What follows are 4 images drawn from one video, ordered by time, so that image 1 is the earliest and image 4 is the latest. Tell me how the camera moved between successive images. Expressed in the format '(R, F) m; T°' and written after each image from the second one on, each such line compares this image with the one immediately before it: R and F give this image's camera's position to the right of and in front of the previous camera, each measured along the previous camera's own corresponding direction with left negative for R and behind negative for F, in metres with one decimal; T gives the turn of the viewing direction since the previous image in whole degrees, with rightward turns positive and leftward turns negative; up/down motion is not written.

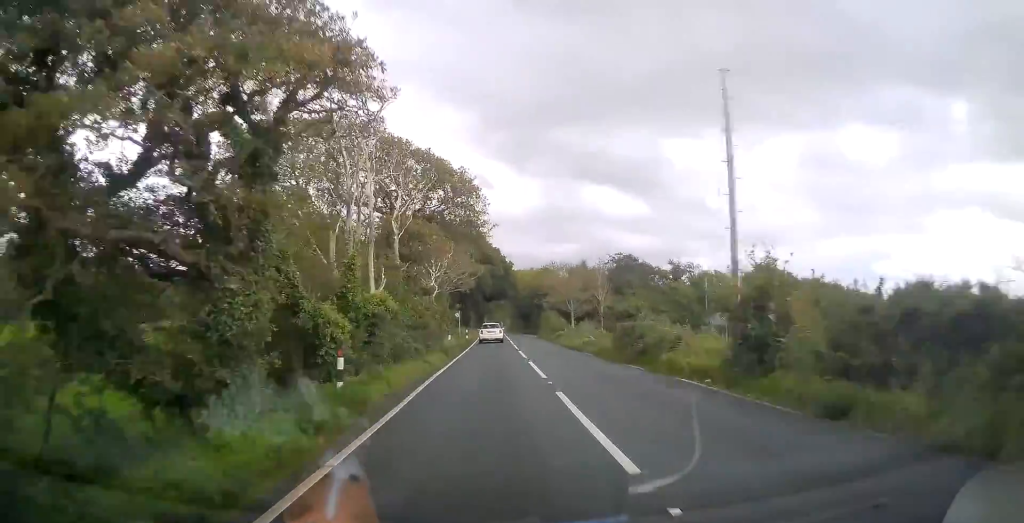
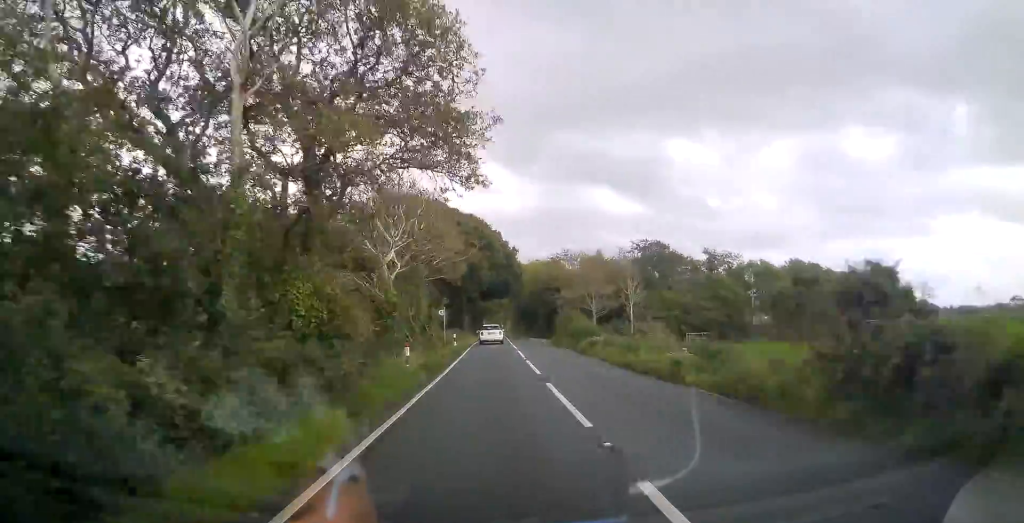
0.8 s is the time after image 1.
(0.0, +15.7) m; -1°
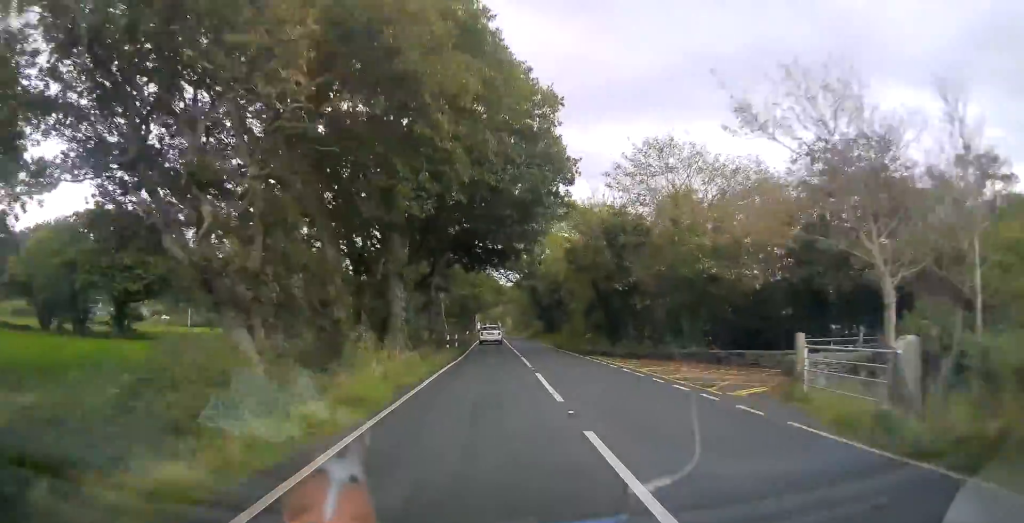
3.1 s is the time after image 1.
(+0.1, +42.9) m; +1°
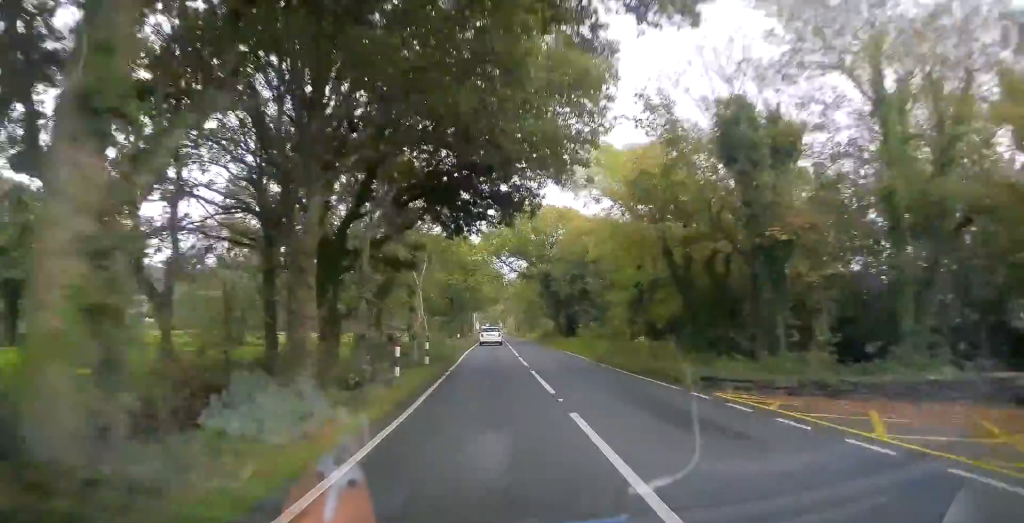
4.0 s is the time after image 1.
(0.0, +16.4) m; 0°
